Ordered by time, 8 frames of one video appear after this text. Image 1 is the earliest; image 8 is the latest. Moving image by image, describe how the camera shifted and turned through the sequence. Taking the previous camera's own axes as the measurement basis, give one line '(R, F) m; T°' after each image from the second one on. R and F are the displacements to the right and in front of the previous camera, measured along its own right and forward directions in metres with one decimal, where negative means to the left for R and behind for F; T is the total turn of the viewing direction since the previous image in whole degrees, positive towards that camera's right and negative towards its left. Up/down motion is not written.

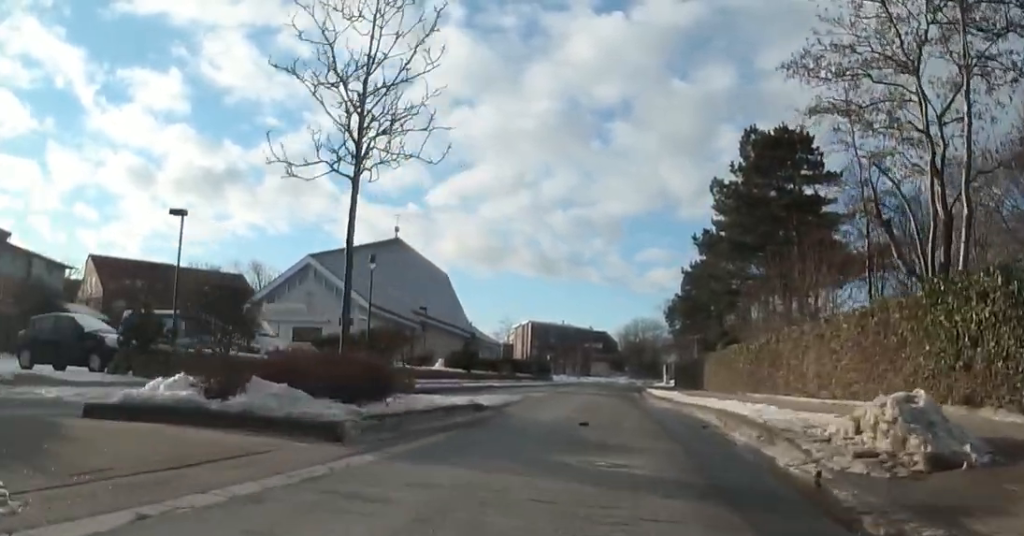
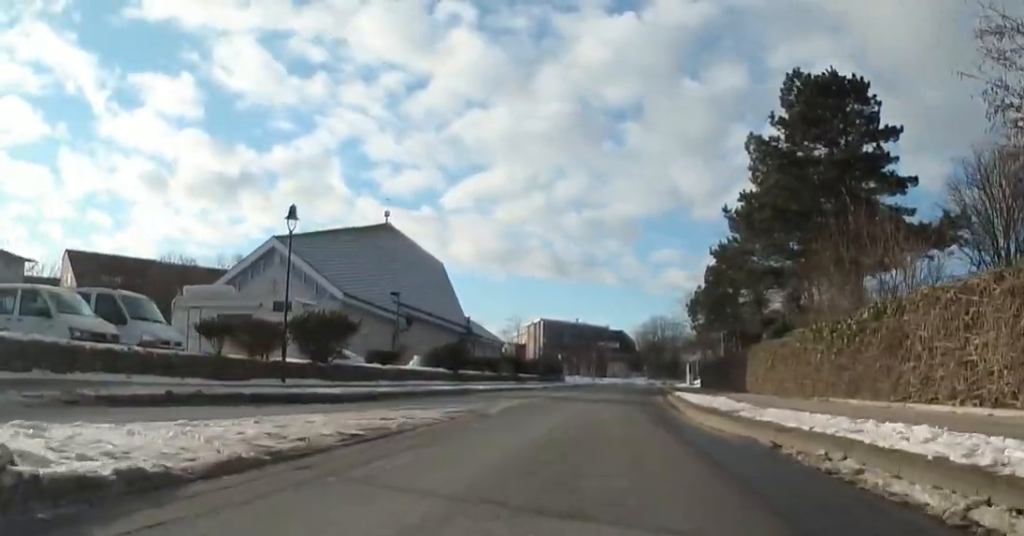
(+2.1, +8.3) m; +10°
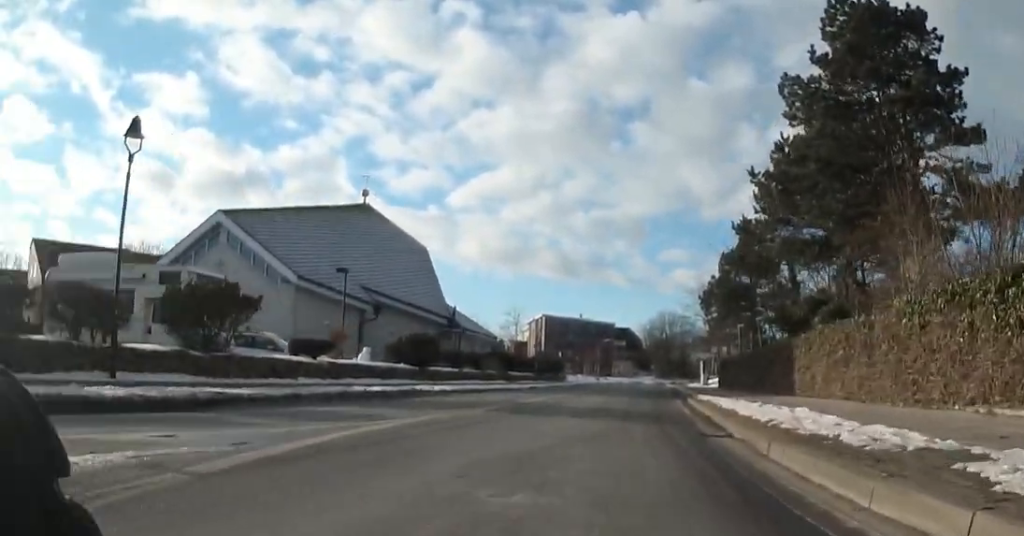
(-1.0, +7.5) m; -10°
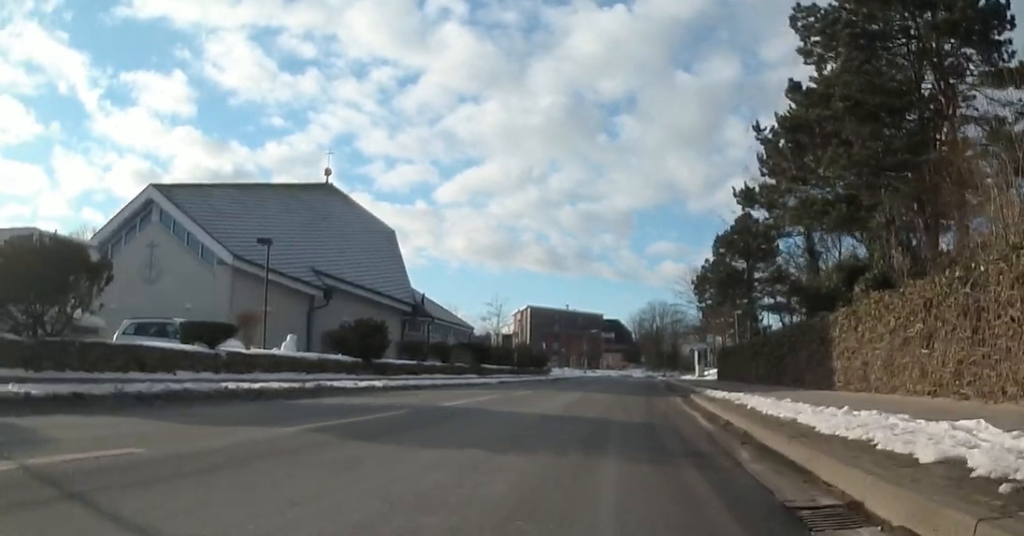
(-0.2, +5.4) m; 0°
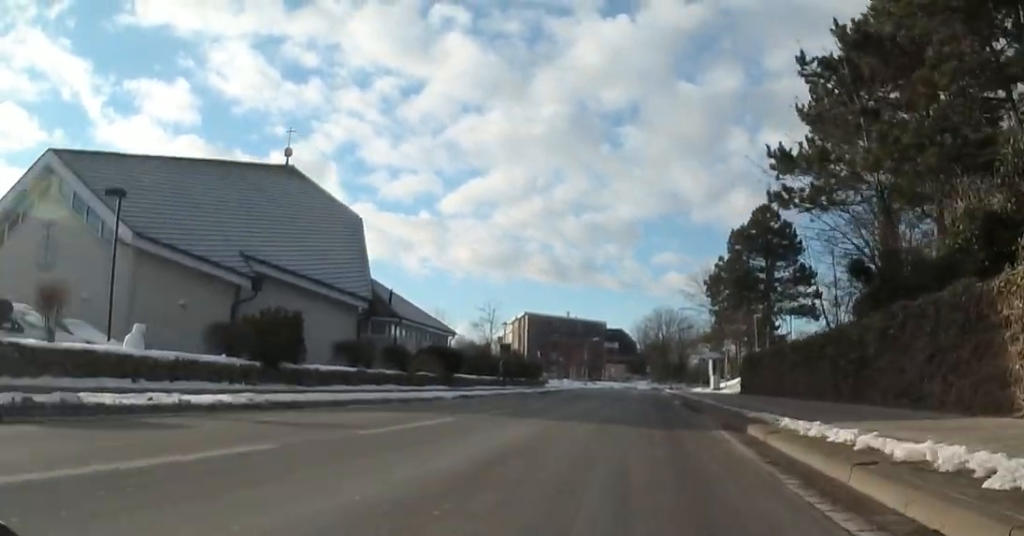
(+0.1, +7.8) m; 0°
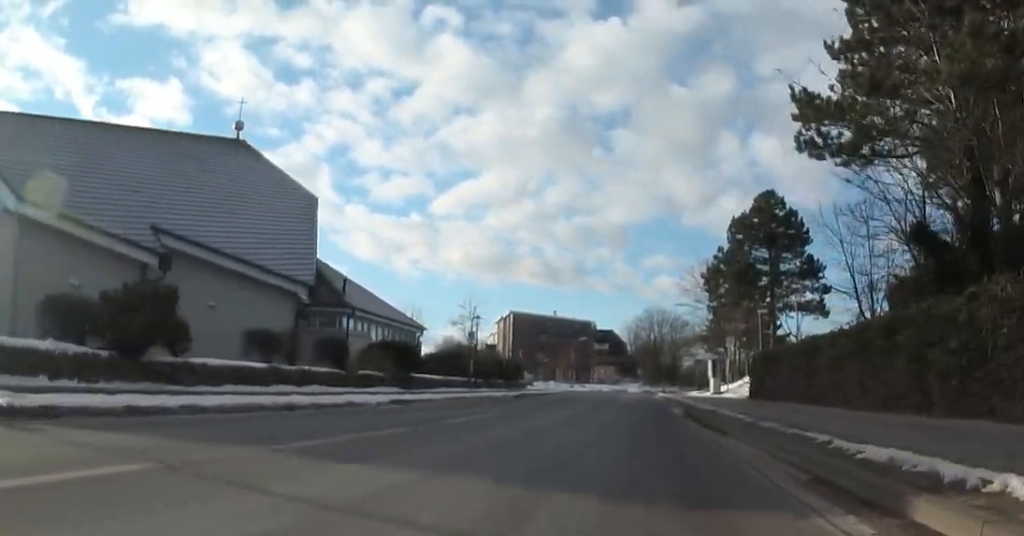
(+0.1, +5.7) m; 0°
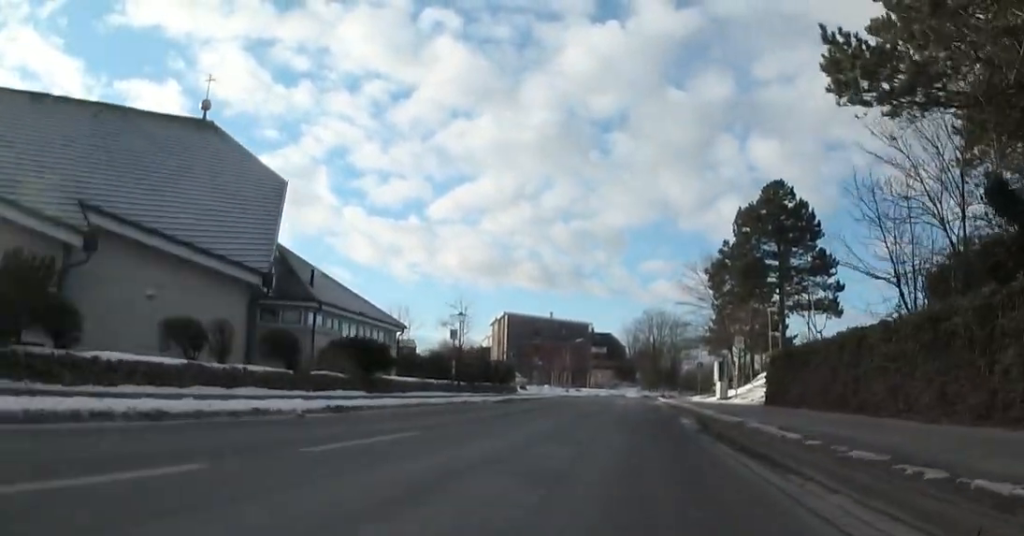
(+0.6, +3.8) m; 0°
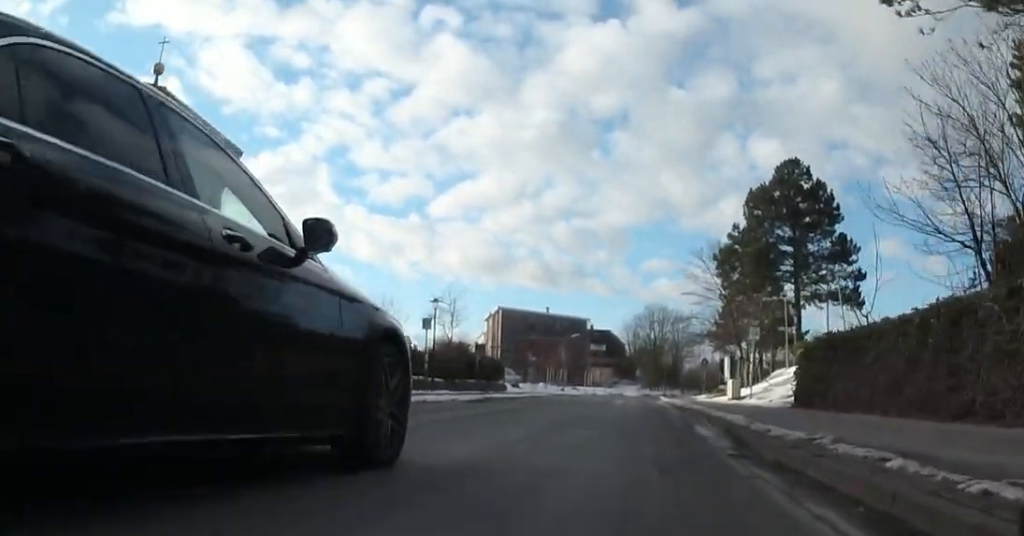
(-1.2, +4.9) m; -1°
